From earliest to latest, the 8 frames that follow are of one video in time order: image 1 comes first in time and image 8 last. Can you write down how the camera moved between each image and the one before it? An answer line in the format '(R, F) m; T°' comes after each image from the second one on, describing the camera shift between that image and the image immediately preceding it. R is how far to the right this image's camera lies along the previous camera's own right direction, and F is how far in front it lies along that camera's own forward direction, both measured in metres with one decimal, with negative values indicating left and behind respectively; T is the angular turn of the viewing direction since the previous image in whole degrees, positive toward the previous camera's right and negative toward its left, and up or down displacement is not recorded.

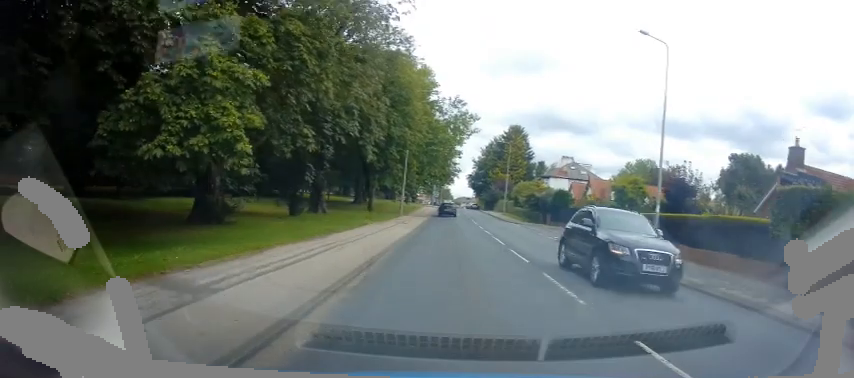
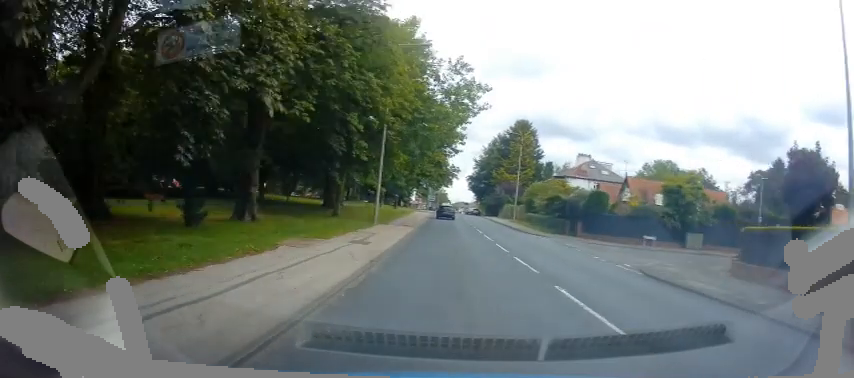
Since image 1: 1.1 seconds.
(0.0, +12.6) m; 0°
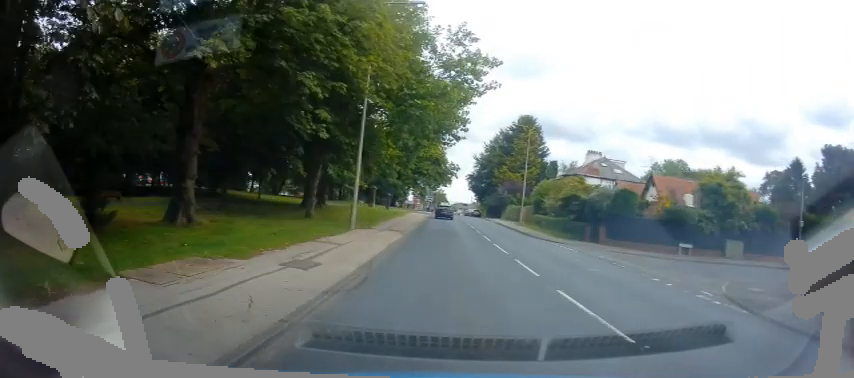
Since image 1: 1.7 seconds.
(0.0, +6.0) m; 0°
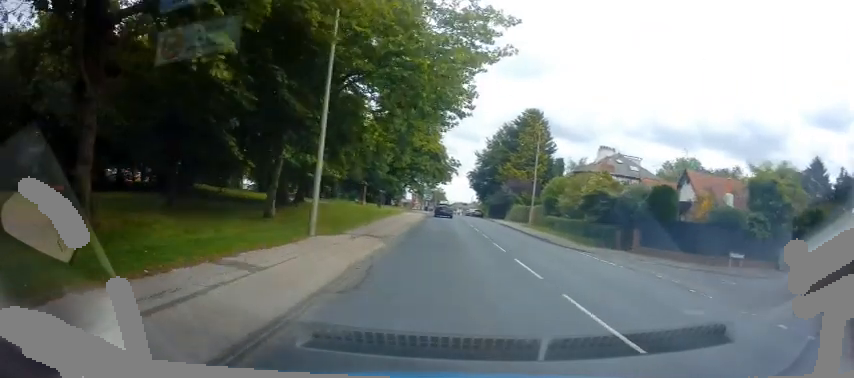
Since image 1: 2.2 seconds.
(0.0, +5.9) m; 0°
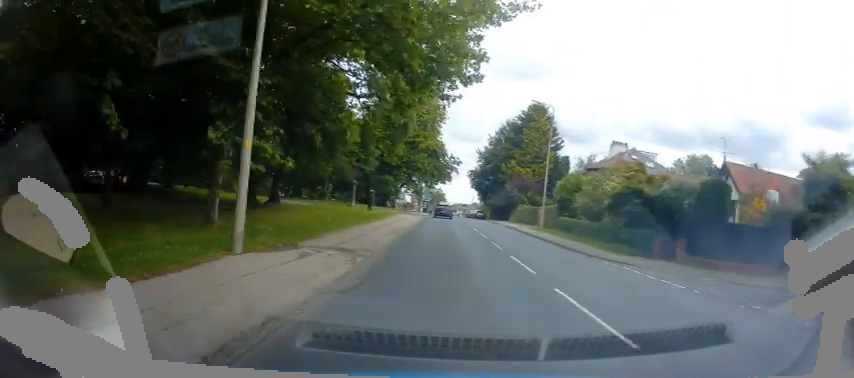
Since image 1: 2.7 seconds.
(-0.1, +4.9) m; 0°
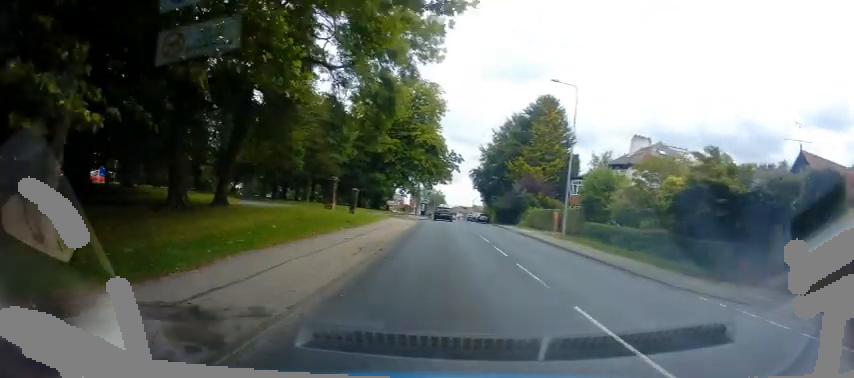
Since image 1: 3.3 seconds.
(0.0, +7.1) m; +1°
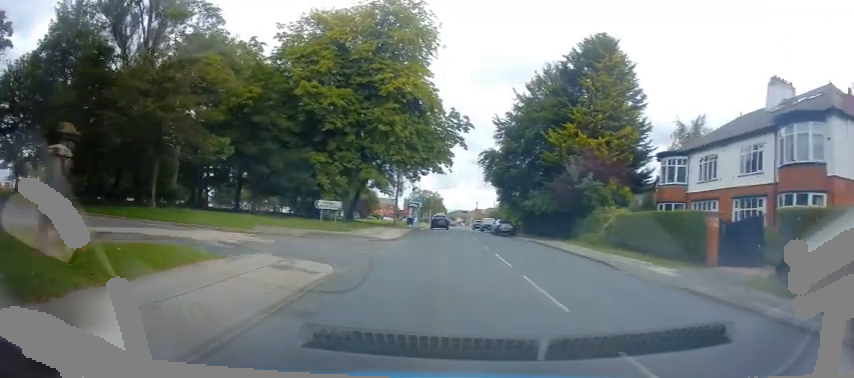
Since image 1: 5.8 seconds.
(+0.5, +25.7) m; 0°
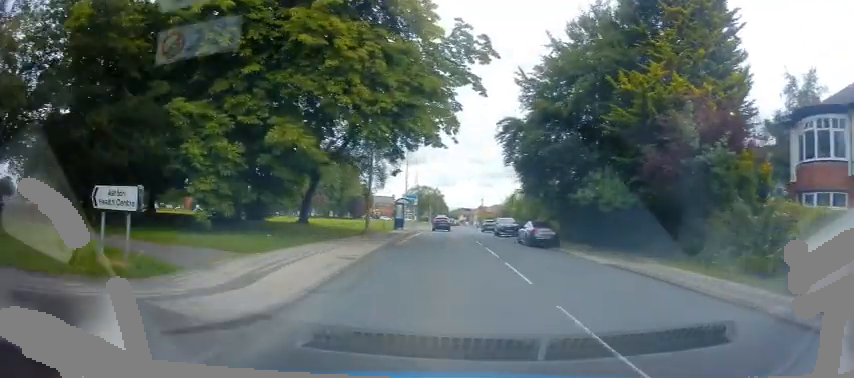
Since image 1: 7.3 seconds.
(-0.1, +15.3) m; +1°
